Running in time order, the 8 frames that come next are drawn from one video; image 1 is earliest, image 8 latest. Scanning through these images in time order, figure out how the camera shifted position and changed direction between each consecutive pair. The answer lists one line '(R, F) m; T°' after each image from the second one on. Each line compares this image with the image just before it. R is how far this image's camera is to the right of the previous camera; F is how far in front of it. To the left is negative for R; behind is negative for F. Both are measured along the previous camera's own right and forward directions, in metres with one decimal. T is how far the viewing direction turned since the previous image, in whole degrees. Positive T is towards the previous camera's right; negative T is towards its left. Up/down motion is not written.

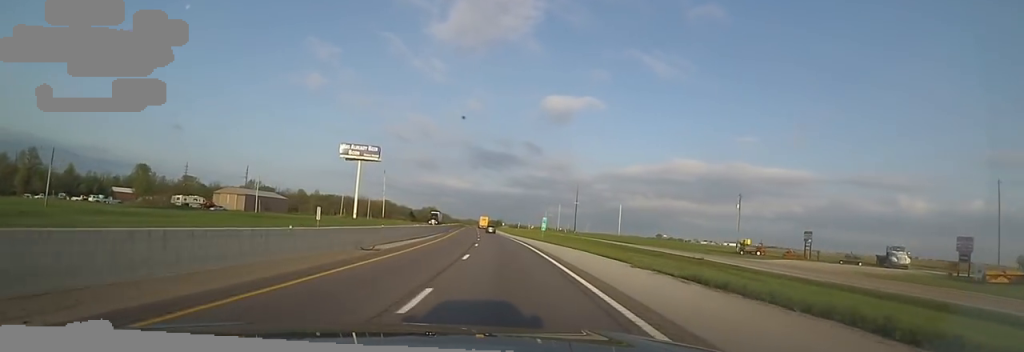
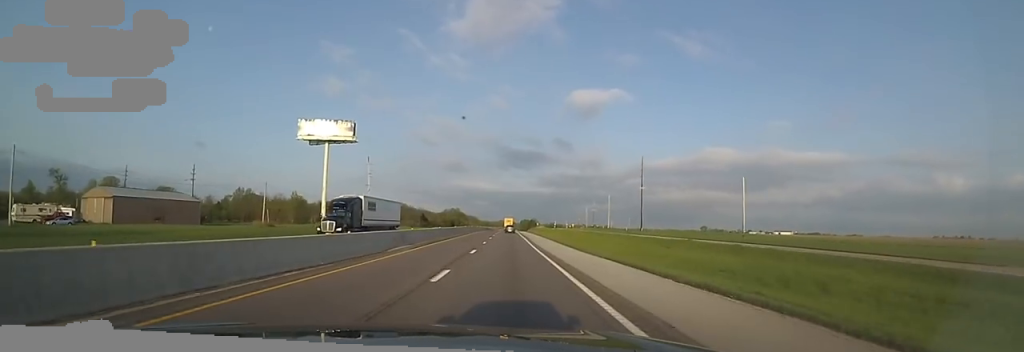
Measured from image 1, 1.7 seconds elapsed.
(-0.9, +54.7) m; -1°
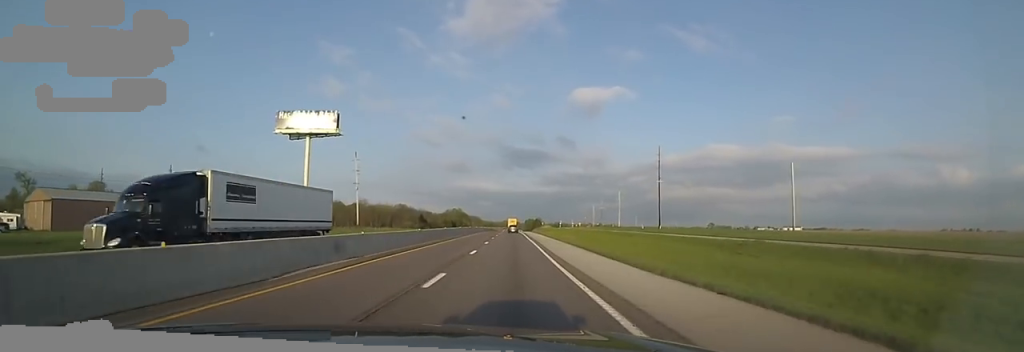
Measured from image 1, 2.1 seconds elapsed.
(-0.5, +12.8) m; 0°
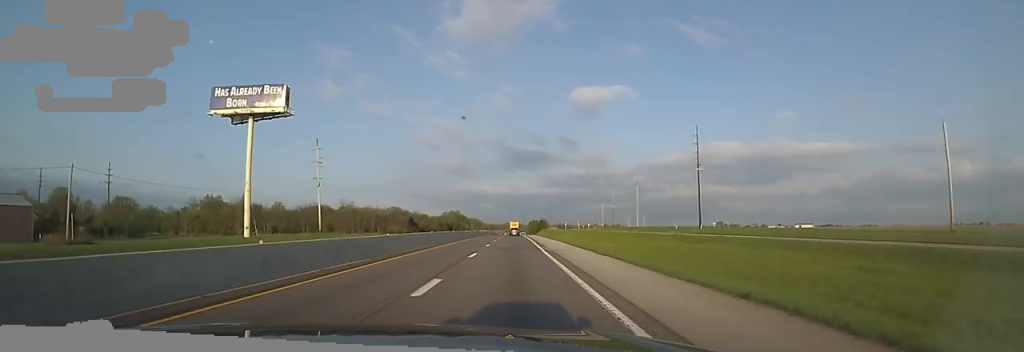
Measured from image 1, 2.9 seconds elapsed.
(+0.6, +24.7) m; 0°
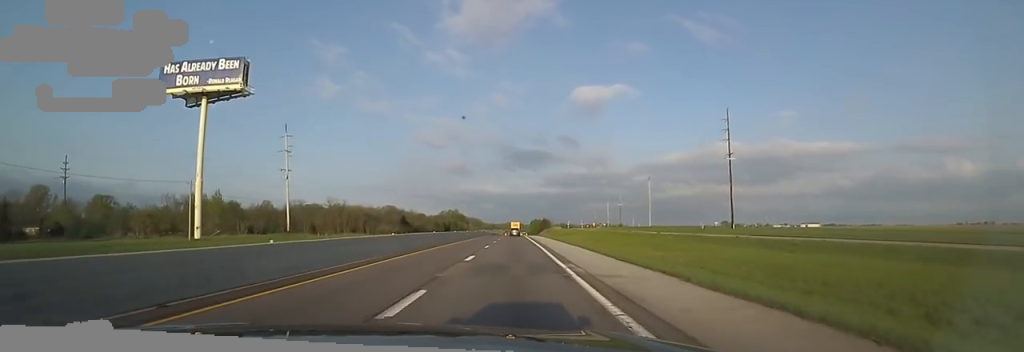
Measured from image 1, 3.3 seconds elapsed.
(+0.3, +14.1) m; 0°
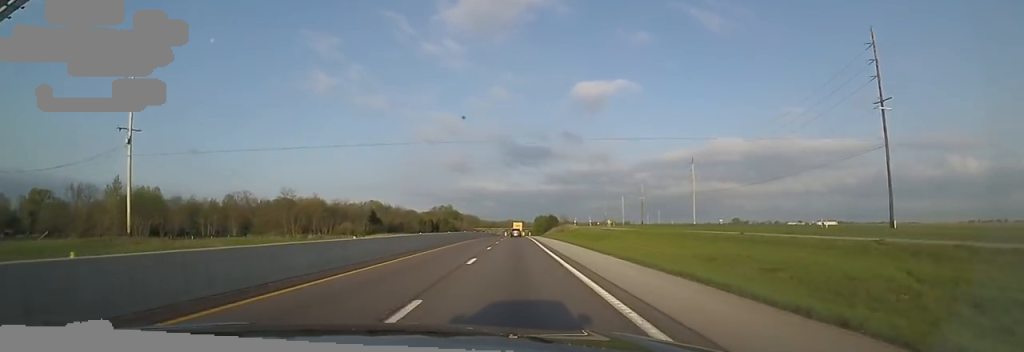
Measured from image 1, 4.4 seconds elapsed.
(-1.4, +38.1) m; -4°
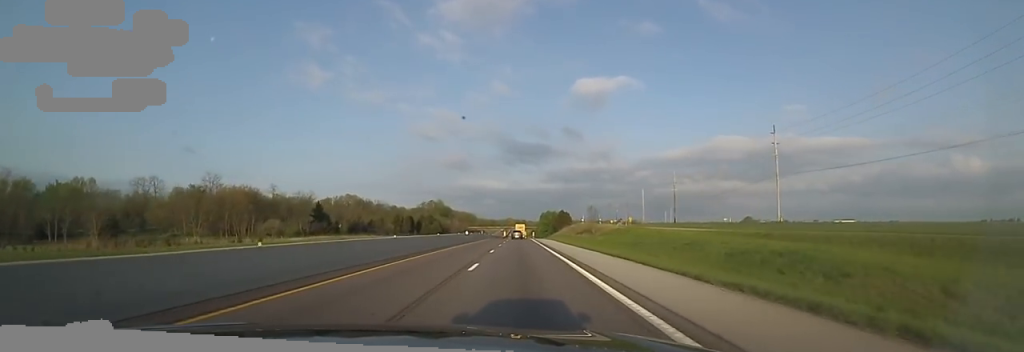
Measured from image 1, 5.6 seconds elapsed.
(-0.6, +39.9) m; 0°
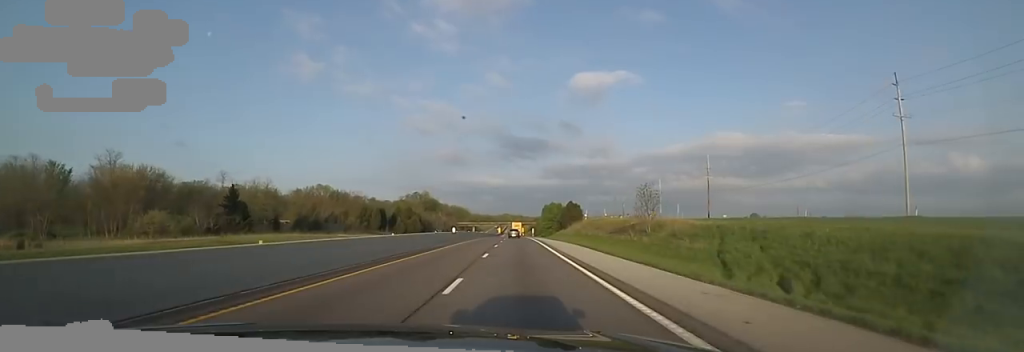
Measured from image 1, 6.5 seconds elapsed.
(+0.7, +30.7) m; +1°
